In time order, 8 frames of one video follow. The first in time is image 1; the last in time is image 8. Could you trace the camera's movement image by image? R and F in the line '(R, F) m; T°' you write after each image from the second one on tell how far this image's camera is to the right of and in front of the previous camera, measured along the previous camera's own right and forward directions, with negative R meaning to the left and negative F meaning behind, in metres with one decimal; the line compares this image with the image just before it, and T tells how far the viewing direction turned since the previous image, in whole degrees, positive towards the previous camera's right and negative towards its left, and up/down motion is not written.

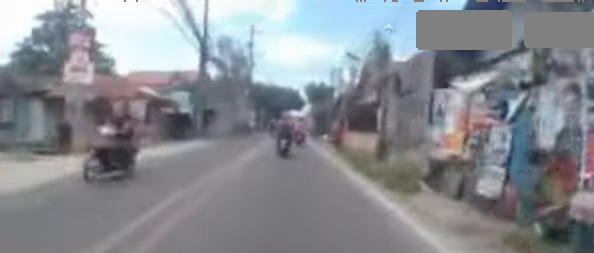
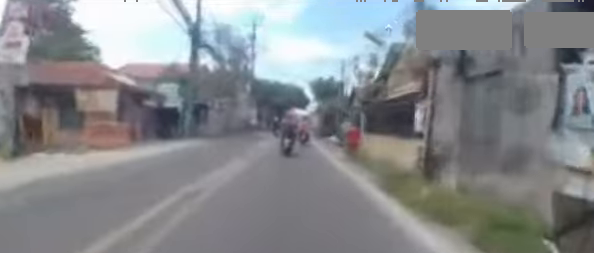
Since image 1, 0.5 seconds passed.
(0.0, +3.0) m; 0°
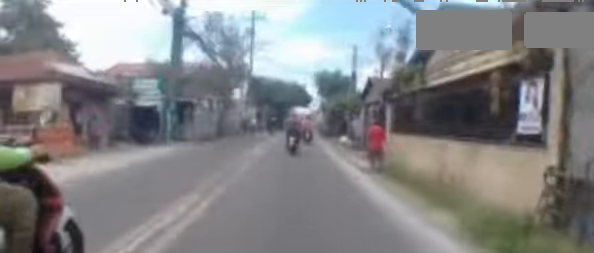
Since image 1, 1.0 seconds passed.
(+0.2, +3.3) m; +2°
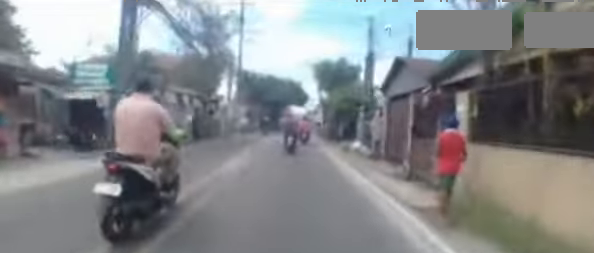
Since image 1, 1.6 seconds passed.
(+0.1, +4.4) m; +2°
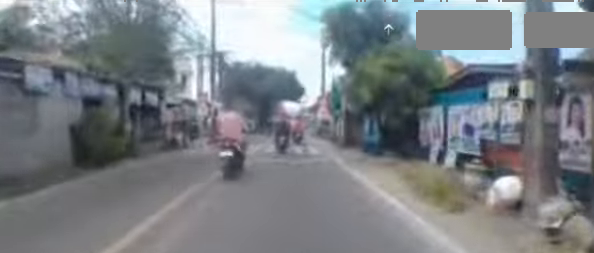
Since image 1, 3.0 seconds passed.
(+0.2, +8.5) m; 0°
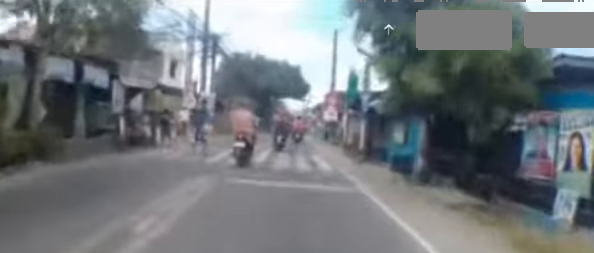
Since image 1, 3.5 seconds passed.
(0.0, +3.6) m; -1°
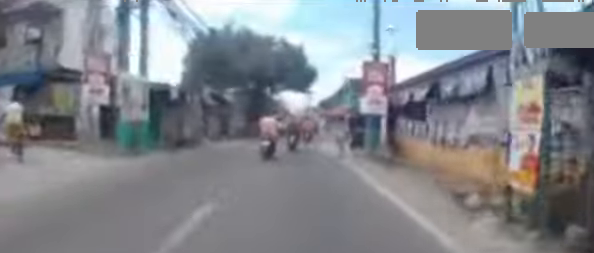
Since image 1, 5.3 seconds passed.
(-0.3, +10.5) m; 0°
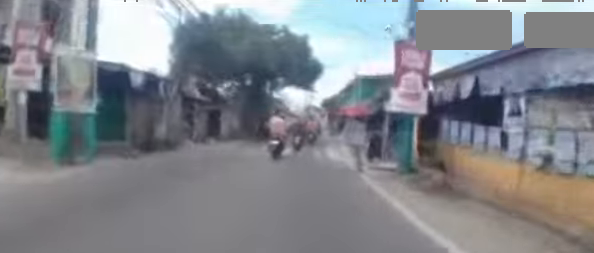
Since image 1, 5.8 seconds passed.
(+0.1, +3.3) m; 0°
